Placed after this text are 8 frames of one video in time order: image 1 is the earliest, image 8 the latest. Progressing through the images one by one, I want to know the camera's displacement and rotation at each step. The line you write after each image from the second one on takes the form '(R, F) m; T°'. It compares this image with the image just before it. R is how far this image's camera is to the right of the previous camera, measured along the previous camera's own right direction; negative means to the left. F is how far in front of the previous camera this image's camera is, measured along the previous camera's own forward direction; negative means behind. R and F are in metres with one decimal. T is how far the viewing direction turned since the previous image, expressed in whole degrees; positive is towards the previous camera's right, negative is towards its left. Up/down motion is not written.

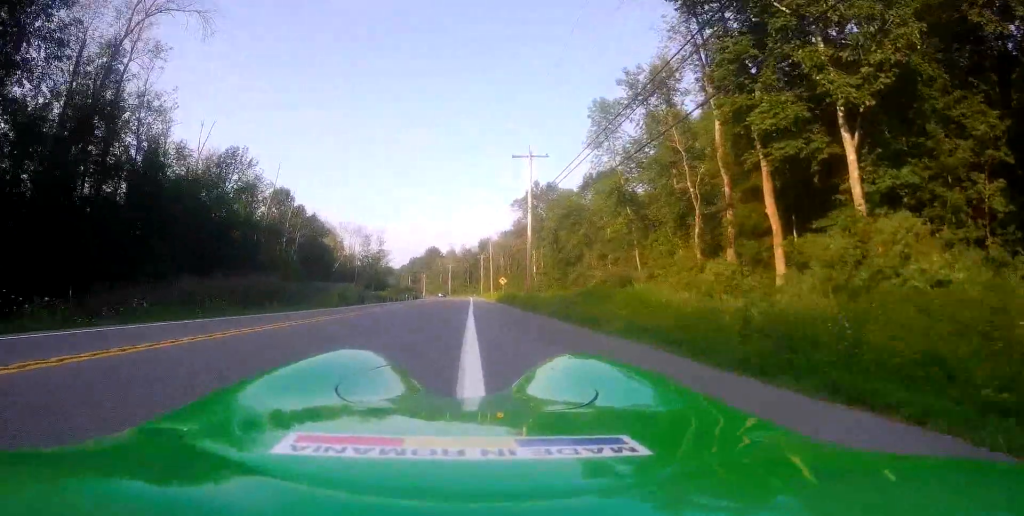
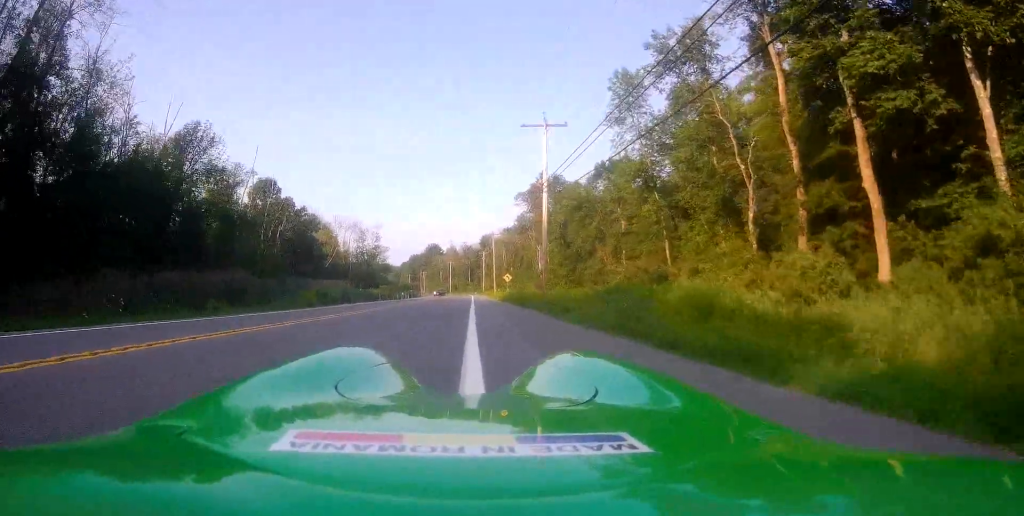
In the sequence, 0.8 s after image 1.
(+0.2, +7.4) m; +1°
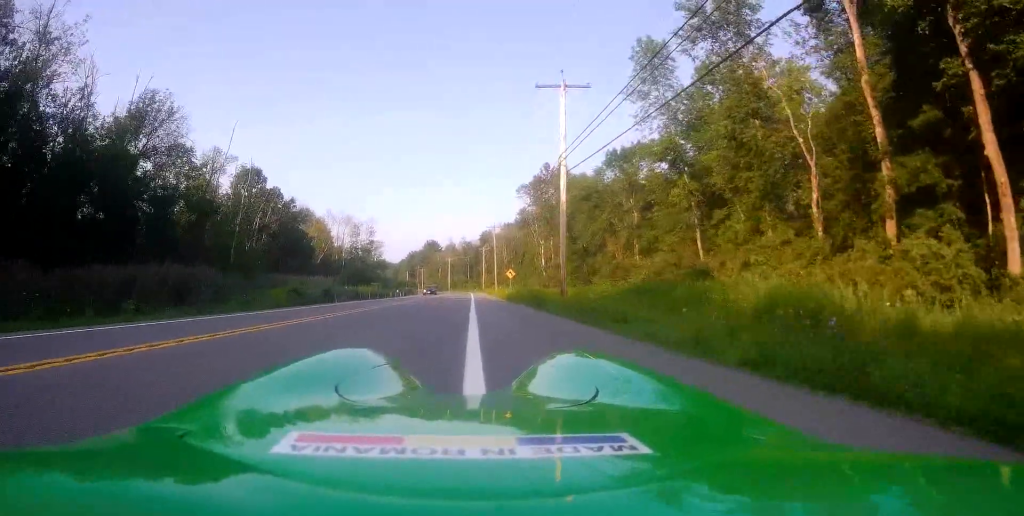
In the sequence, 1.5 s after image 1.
(+0.3, +6.2) m; -1°
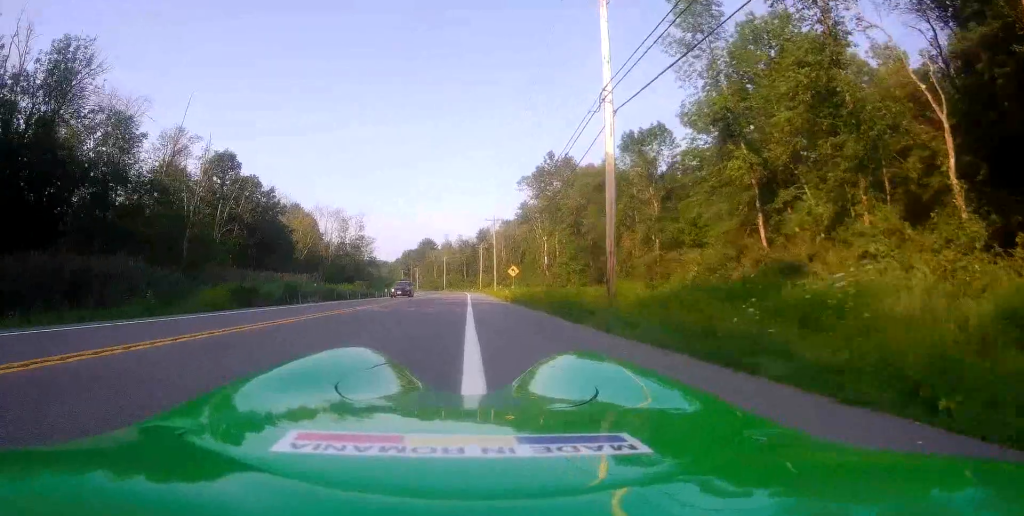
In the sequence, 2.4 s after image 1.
(-0.5, +8.9) m; -3°
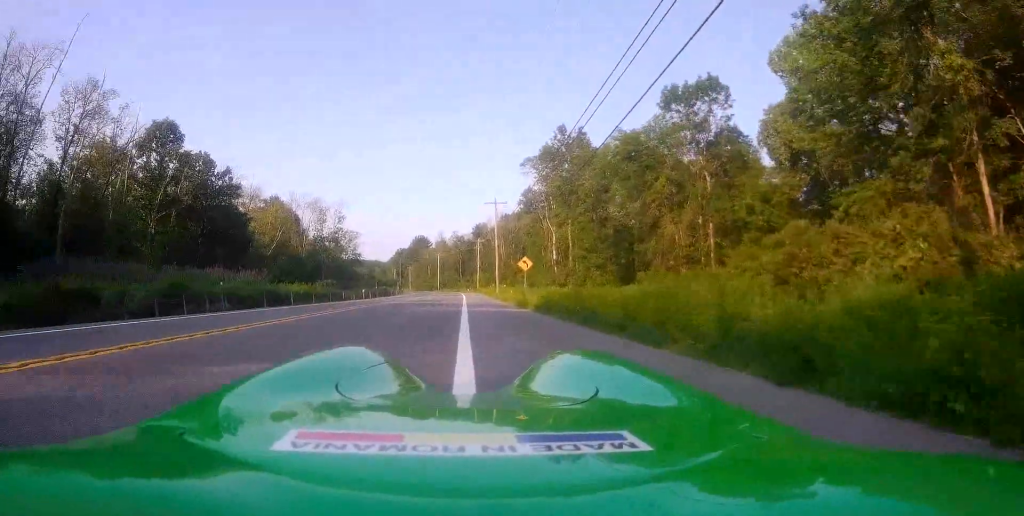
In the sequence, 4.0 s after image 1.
(+1.2, +14.5) m; +6°
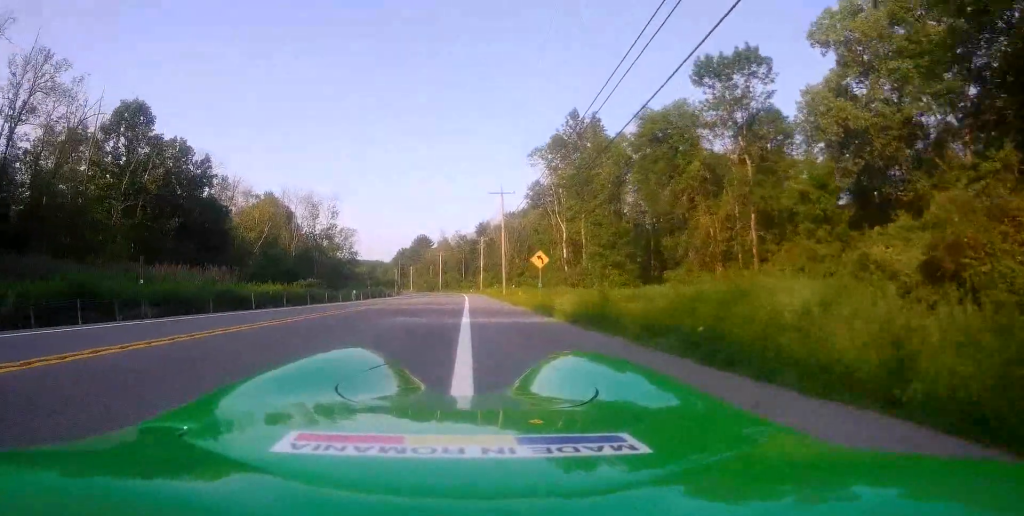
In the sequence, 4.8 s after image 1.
(-0.1, +6.9) m; -2°
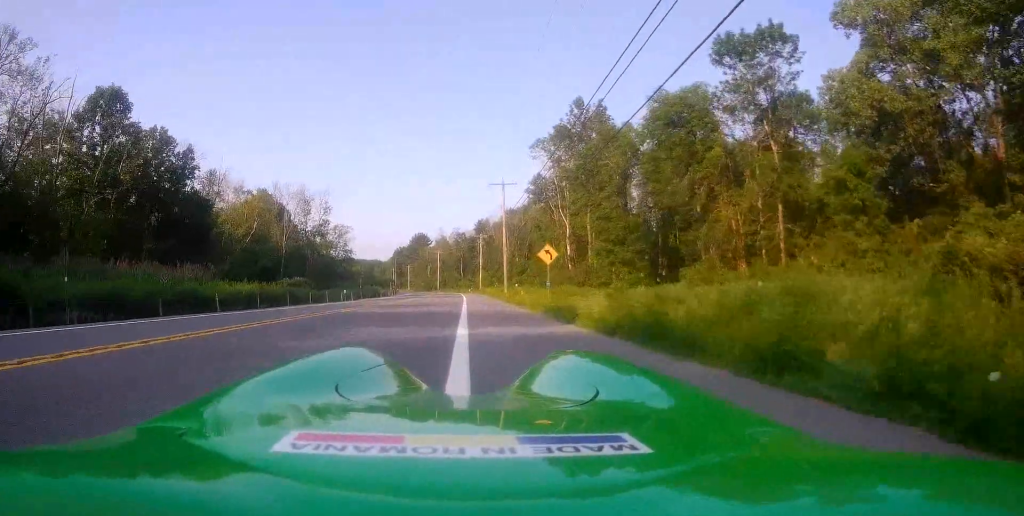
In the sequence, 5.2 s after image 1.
(-0.3, +3.8) m; -2°
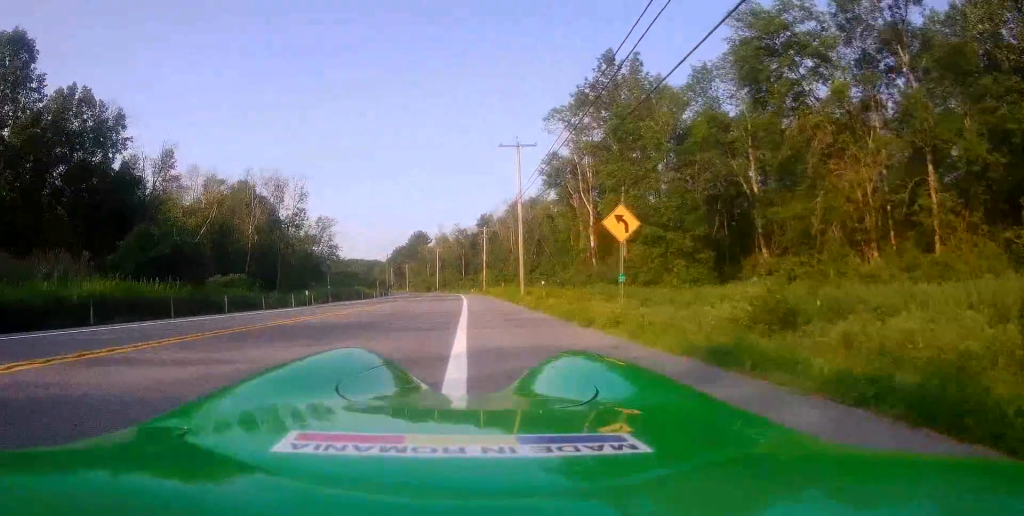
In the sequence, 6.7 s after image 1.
(+0.2, +13.8) m; +2°
